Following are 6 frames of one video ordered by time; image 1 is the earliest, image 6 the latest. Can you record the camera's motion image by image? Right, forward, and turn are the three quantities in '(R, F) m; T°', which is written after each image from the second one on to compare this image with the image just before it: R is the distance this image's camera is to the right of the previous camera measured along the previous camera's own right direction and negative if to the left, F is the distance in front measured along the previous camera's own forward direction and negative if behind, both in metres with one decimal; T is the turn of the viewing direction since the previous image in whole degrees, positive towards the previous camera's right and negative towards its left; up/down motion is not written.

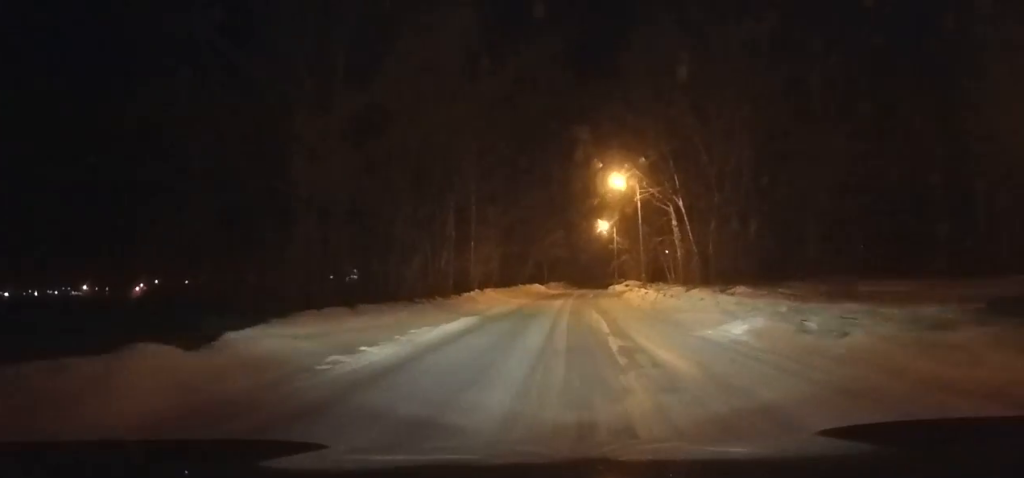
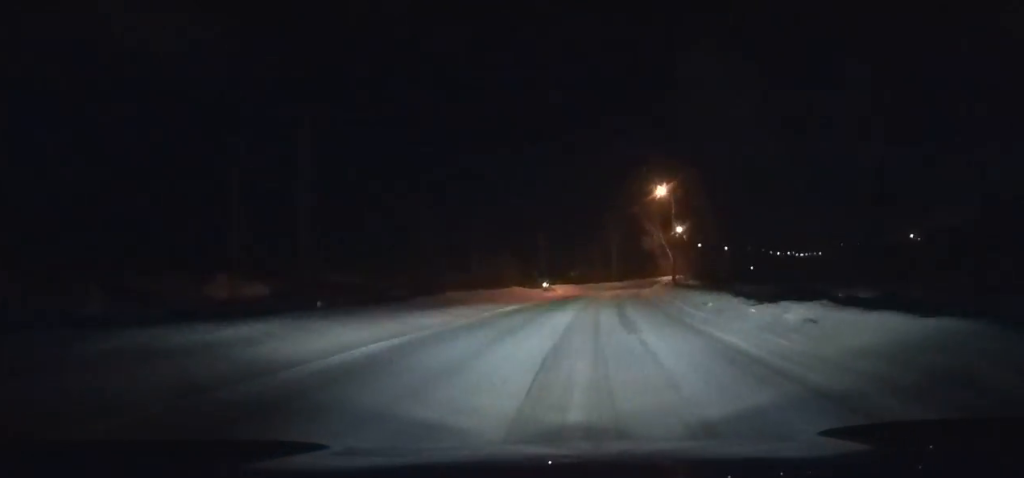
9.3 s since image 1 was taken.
(-12.6, +138.8) m; +4°
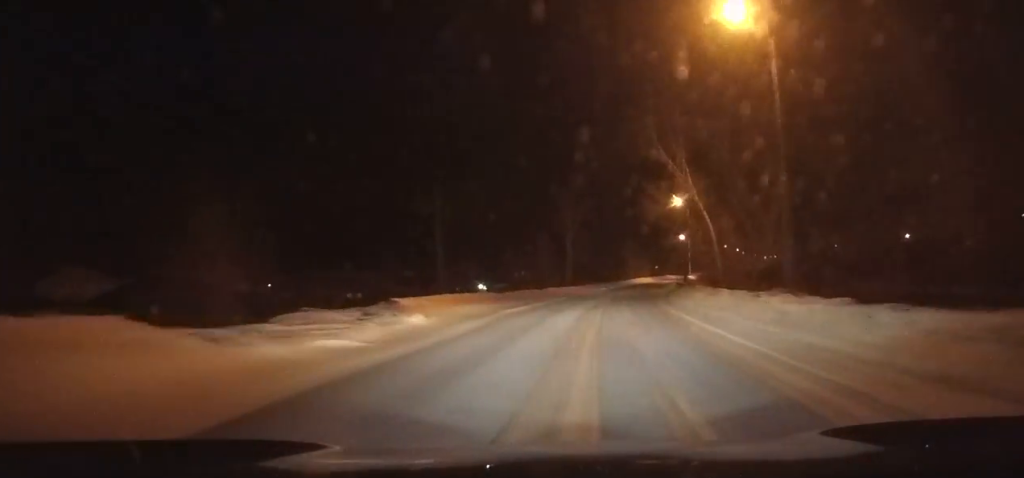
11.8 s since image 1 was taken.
(+2.8, +43.0) m; +7°
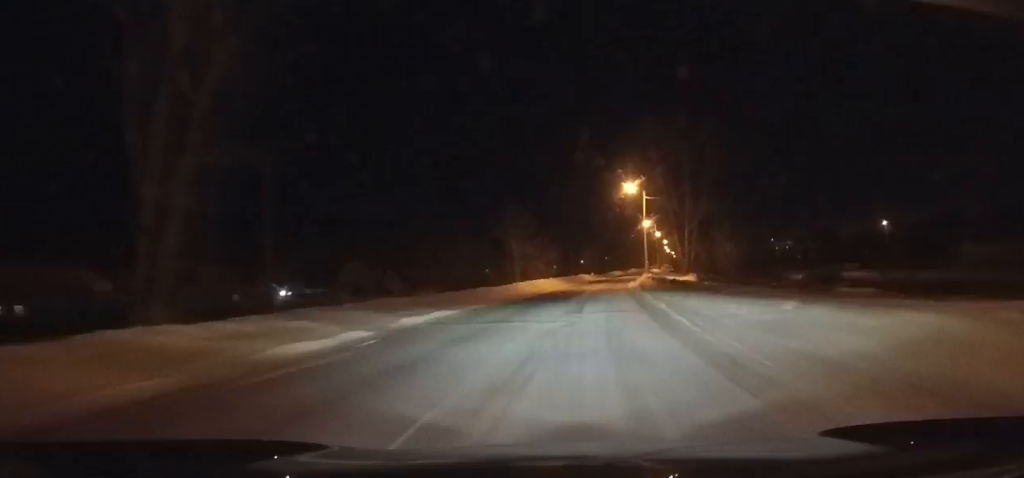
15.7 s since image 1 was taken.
(+6.5, +66.8) m; +10°
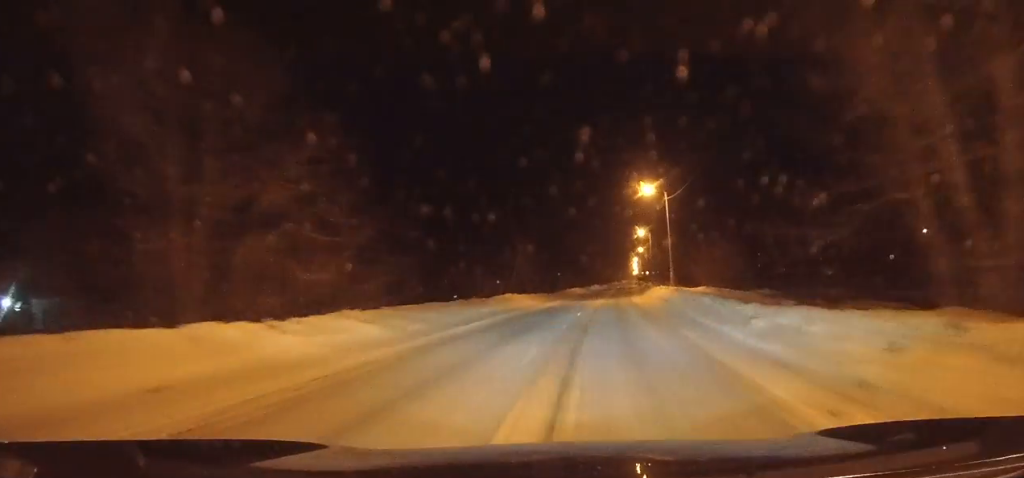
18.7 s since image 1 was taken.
(+2.7, +51.5) m; +5°
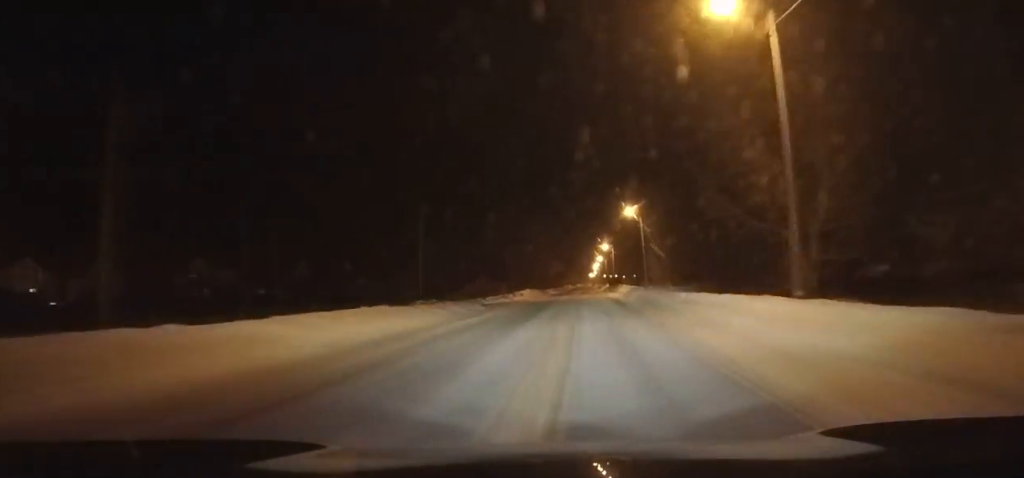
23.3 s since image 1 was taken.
(+3.3, +79.6) m; +4°
